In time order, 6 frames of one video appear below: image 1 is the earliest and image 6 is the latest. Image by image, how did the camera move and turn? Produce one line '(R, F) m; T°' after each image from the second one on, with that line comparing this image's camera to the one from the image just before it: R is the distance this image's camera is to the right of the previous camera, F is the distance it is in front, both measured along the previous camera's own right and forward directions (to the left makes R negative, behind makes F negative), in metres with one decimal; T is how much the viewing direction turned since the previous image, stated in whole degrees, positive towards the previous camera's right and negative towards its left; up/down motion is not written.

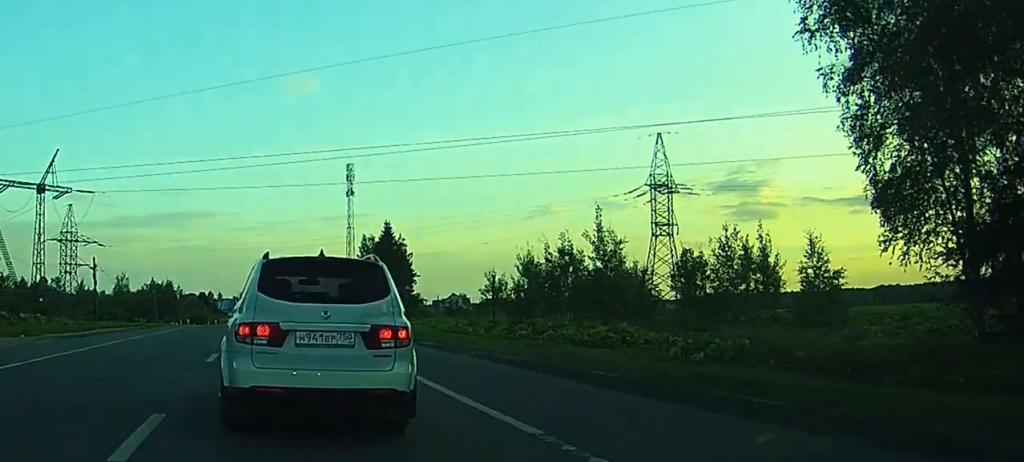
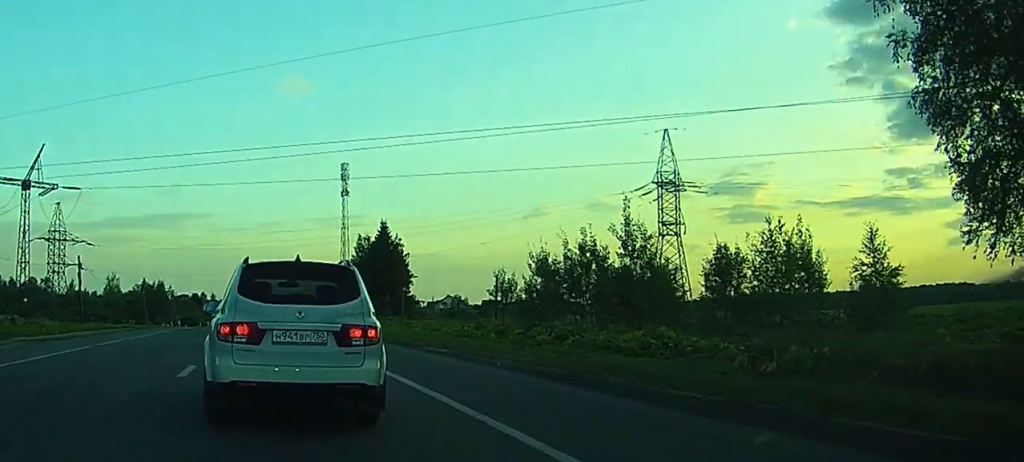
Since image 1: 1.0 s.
(+0.1, +4.1) m; +3°
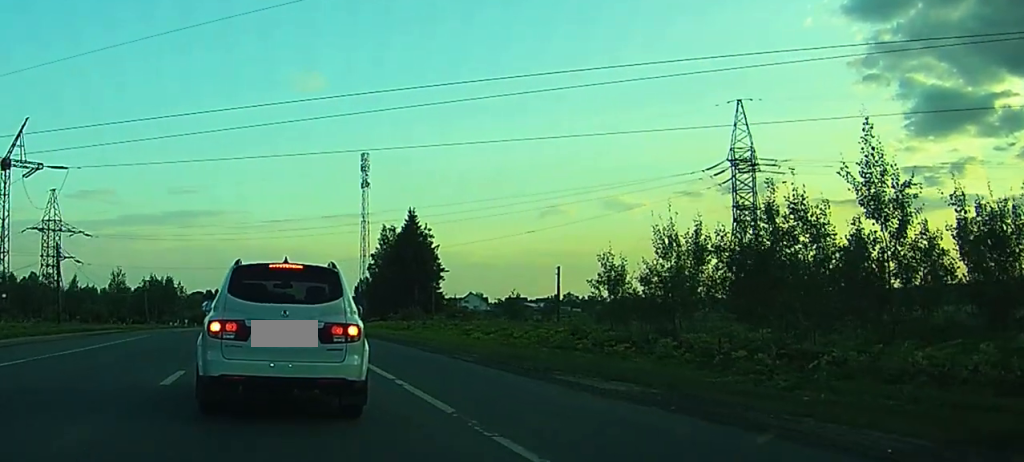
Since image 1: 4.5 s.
(0.0, +14.3) m; -1°
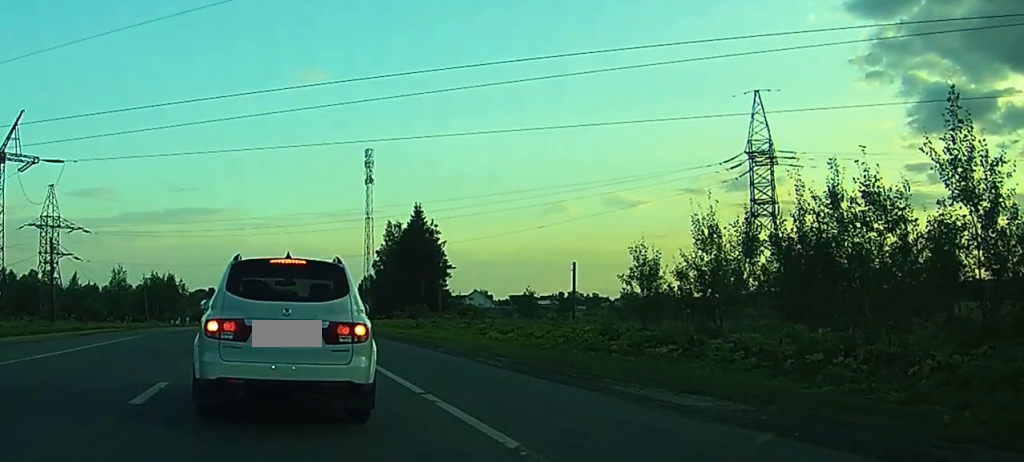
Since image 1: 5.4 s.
(0.0, +3.0) m; +3°
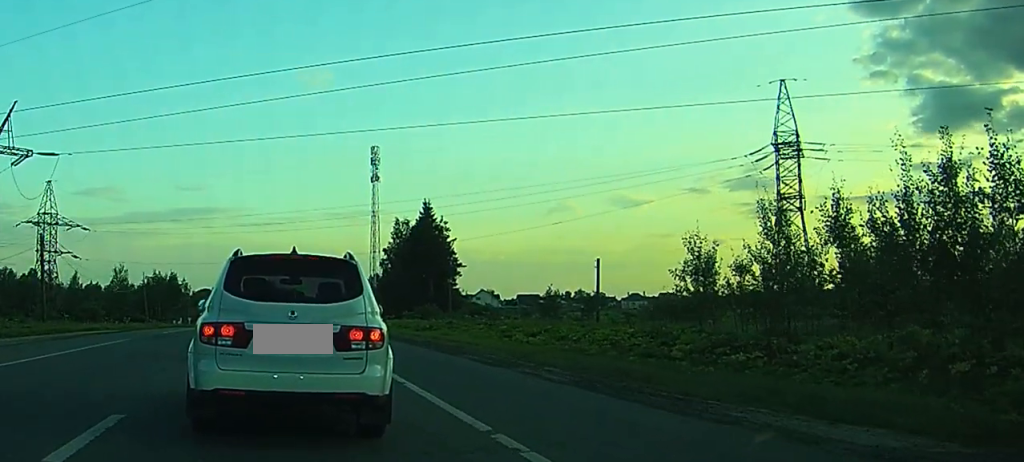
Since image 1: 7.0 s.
(+0.1, +4.5) m; +1°
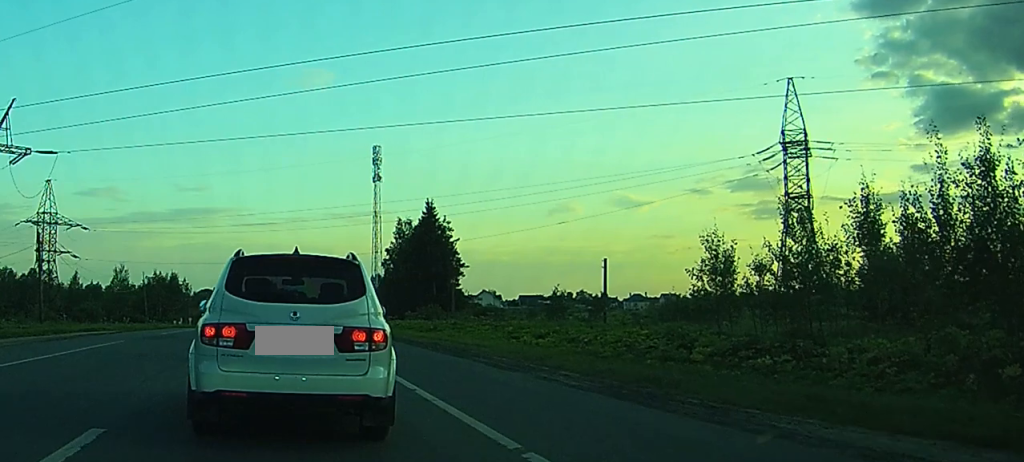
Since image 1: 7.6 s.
(-0.1, +1.5) m; +1°
